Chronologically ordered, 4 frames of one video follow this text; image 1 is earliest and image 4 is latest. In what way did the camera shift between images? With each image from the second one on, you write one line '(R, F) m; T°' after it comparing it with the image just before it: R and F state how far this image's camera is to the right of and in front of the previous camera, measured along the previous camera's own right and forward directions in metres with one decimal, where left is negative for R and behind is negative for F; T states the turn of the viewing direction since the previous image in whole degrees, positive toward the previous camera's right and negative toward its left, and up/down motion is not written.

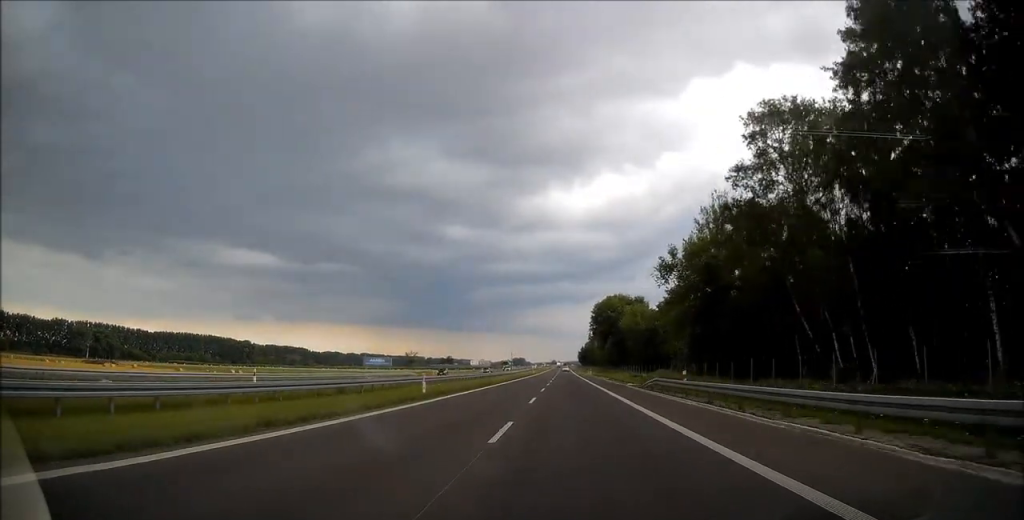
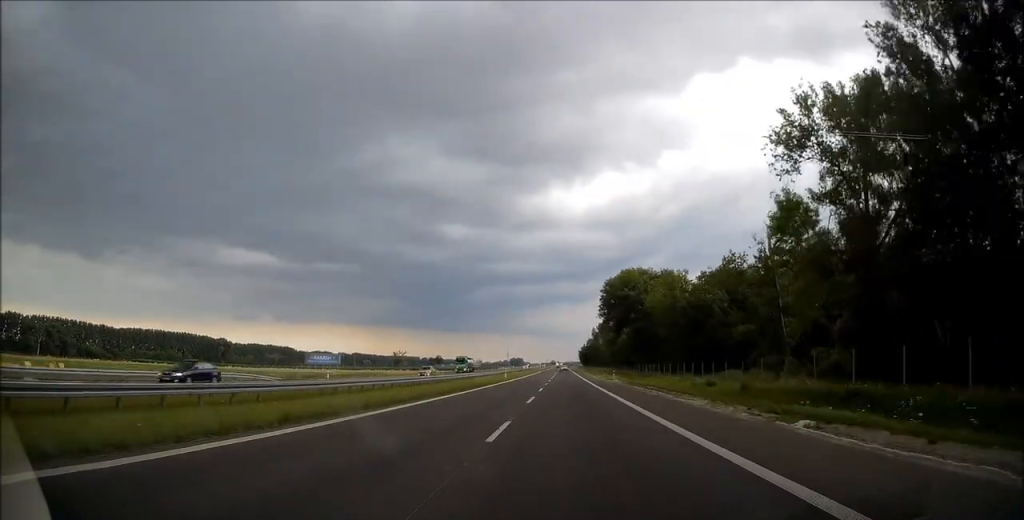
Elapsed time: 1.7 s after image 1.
(0.0, +59.6) m; 0°
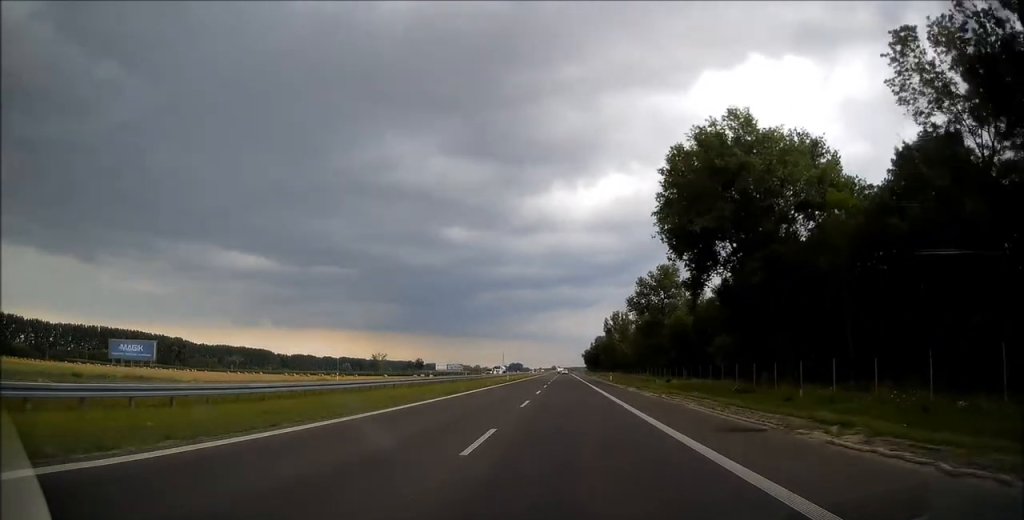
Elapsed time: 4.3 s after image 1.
(+0.9, +96.3) m; +1°
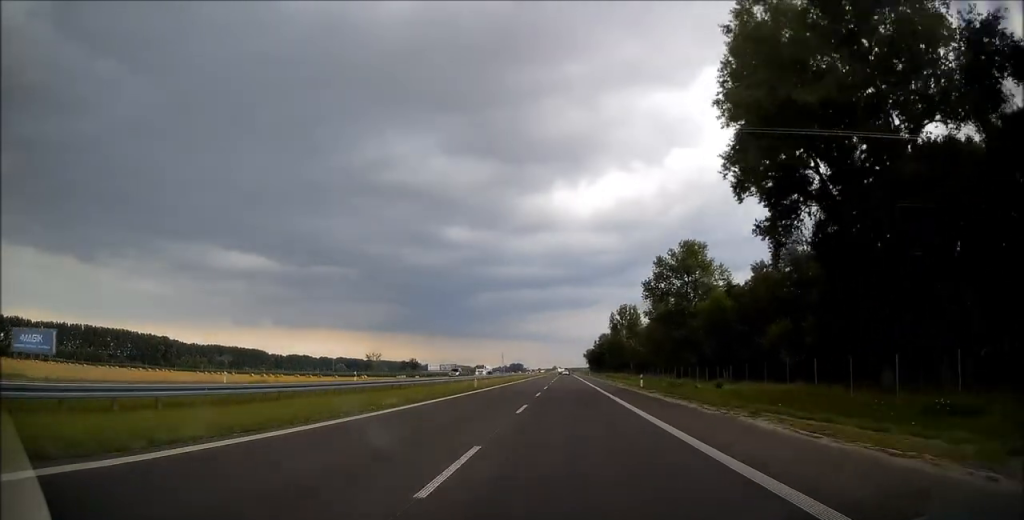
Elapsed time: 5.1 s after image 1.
(-0.1, +27.1) m; 0°
